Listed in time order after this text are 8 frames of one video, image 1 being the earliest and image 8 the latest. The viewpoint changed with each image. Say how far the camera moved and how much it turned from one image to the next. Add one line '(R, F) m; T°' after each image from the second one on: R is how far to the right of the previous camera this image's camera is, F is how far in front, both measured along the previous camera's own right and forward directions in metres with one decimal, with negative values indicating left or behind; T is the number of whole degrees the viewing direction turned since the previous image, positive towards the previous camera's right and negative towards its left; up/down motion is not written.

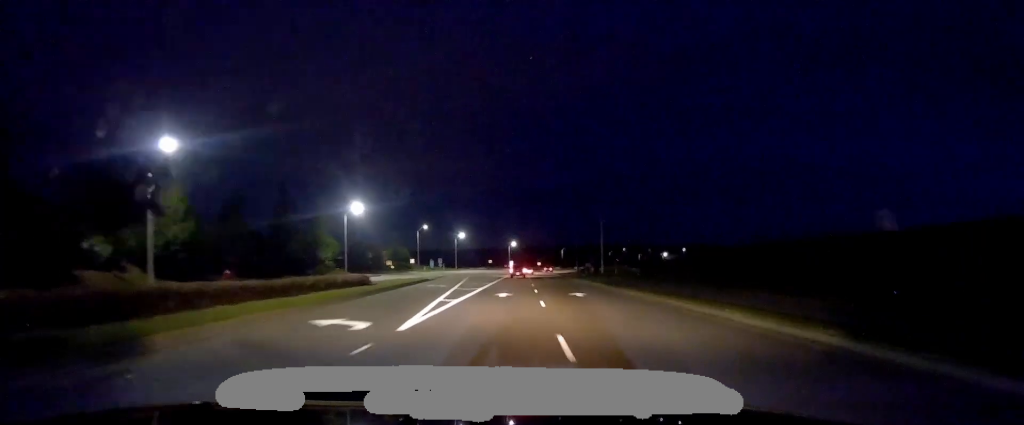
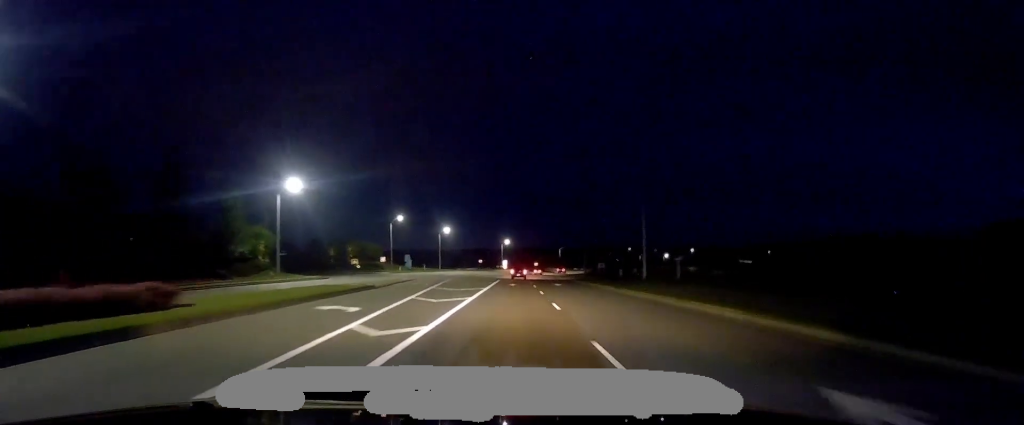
(+0.2, +25.6) m; 0°
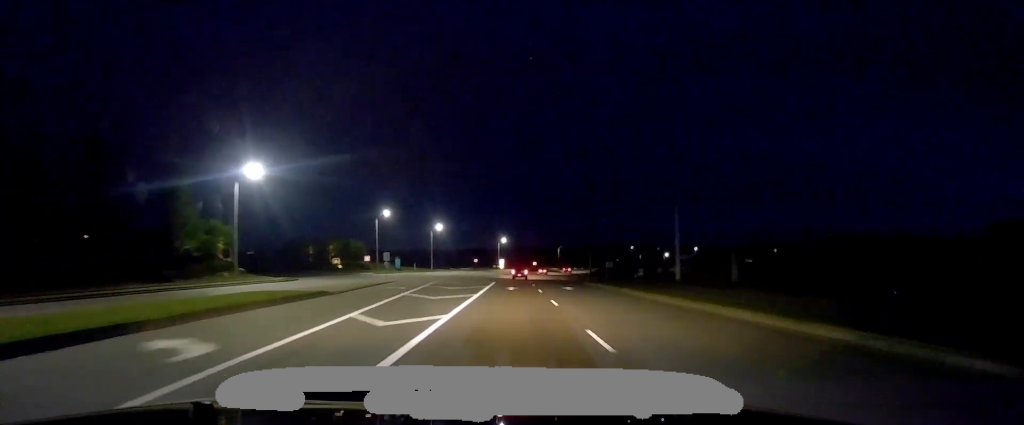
(0.0, +10.3) m; 0°
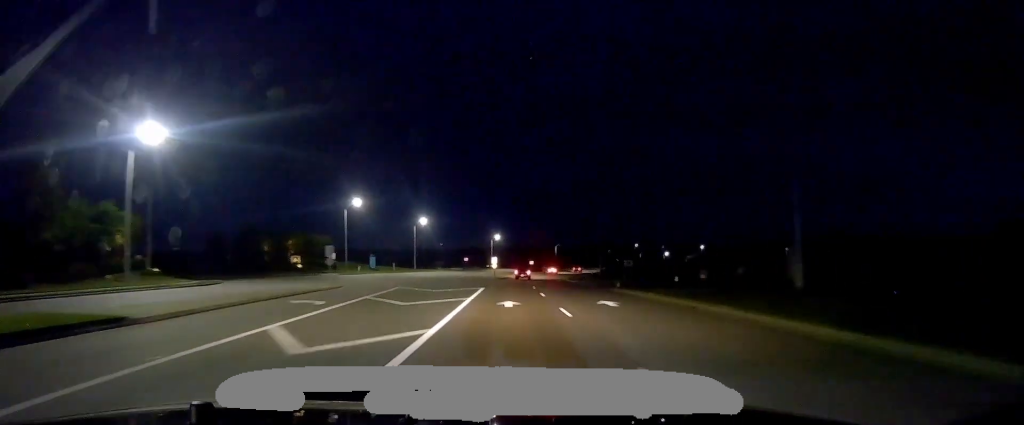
(0.0, +17.4) m; 0°
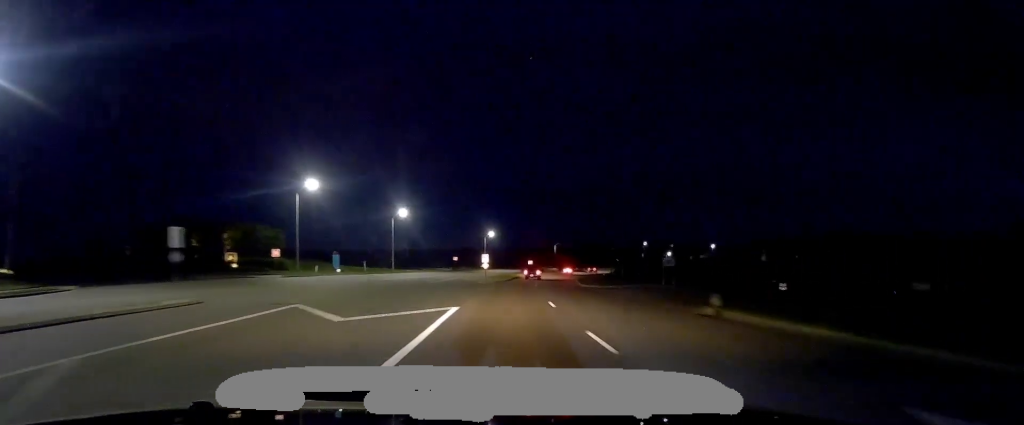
(0.0, +19.5) m; +1°
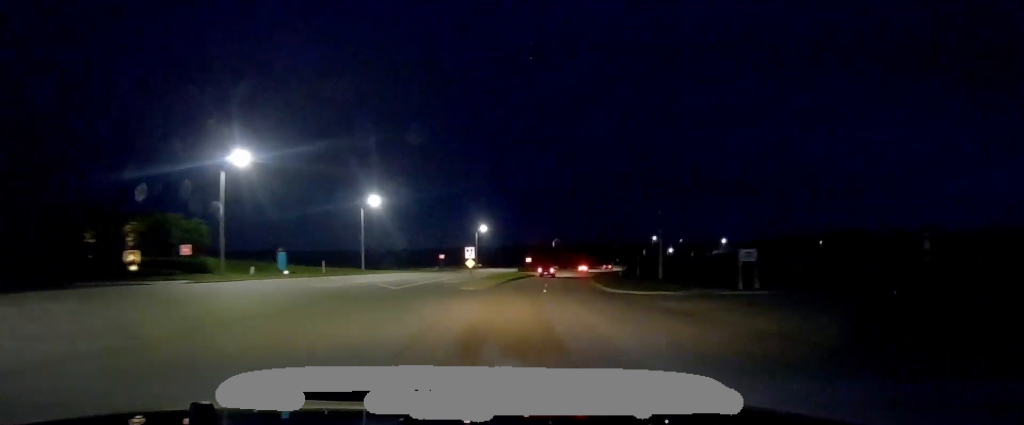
(+0.3, +19.4) m; +1°
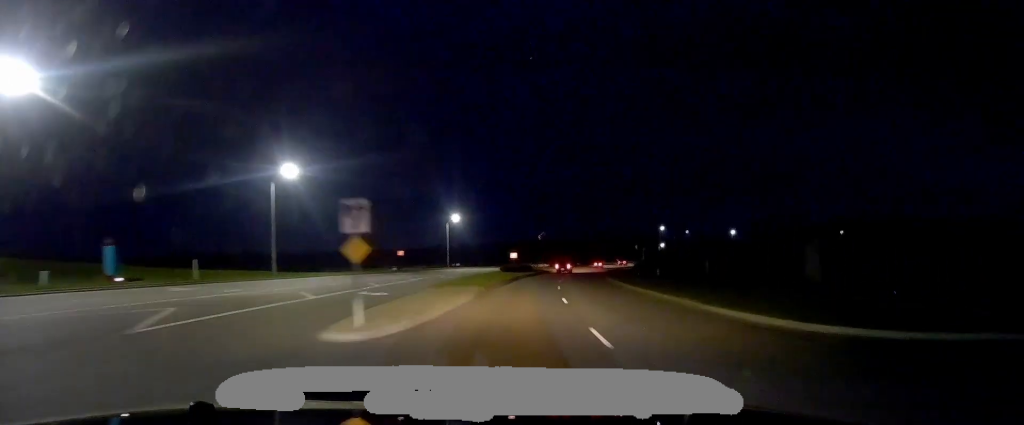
(+0.1, +27.8) m; +2°
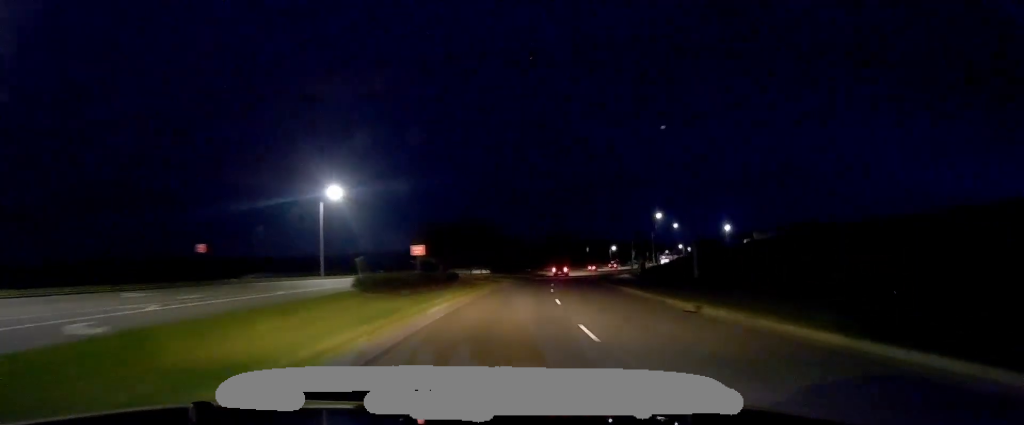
(+1.2, +46.9) m; +5°
